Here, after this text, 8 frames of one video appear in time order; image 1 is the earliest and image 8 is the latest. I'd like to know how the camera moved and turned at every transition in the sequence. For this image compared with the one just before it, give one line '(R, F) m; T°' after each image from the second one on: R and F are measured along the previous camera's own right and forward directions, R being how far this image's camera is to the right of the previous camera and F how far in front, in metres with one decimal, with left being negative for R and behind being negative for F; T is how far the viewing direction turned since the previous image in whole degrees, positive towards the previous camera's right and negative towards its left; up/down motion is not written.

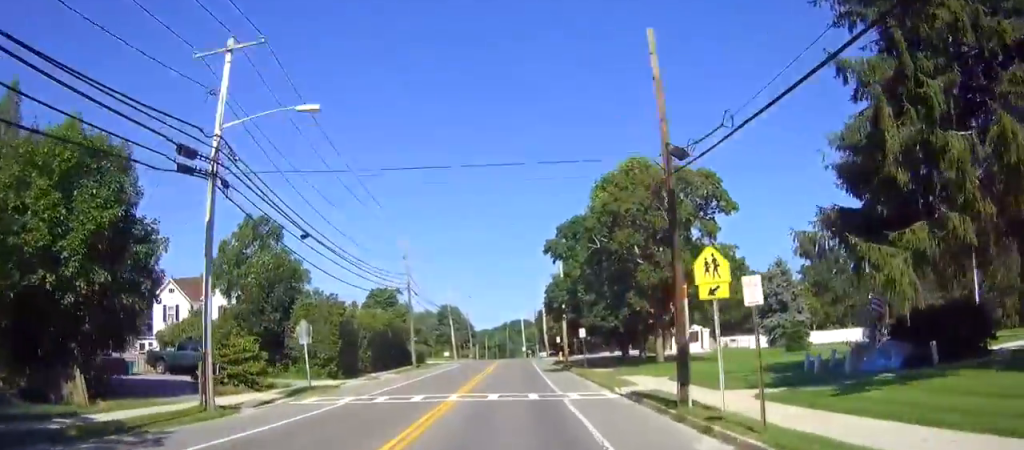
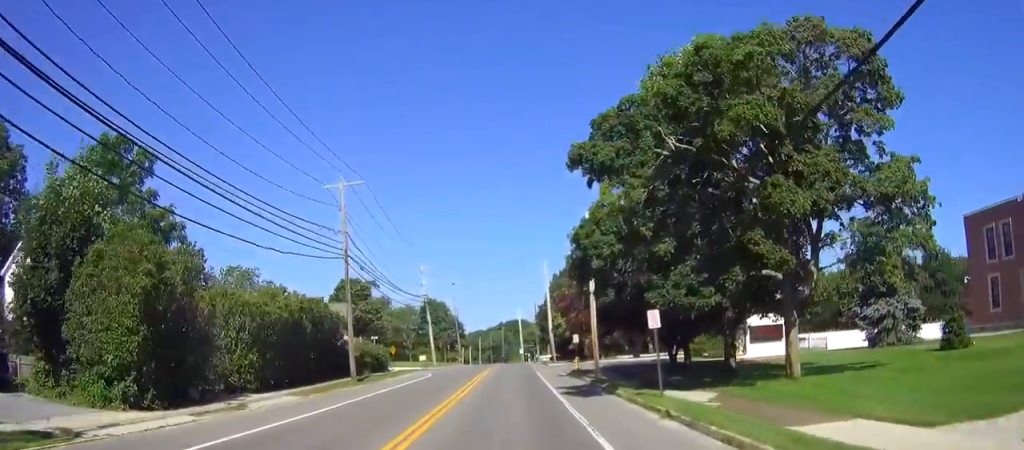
(0.0, +19.8) m; 0°
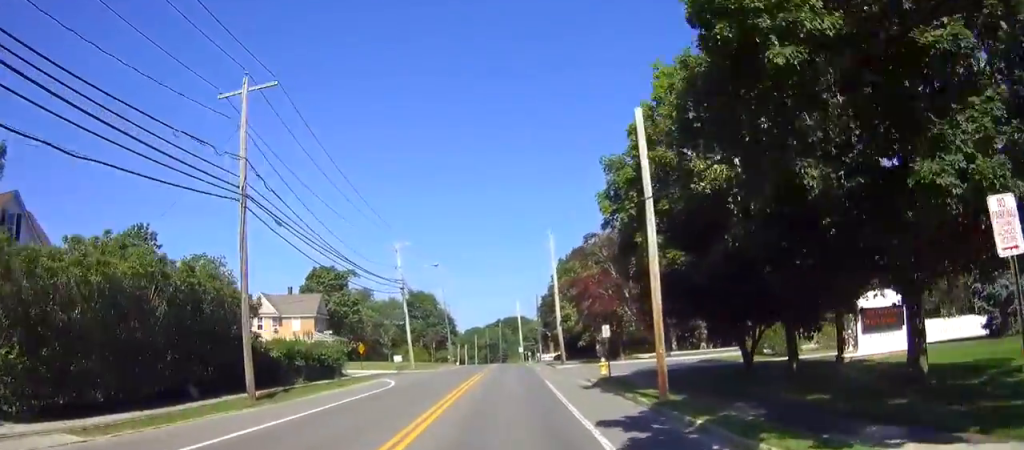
(0.0, +13.7) m; 0°
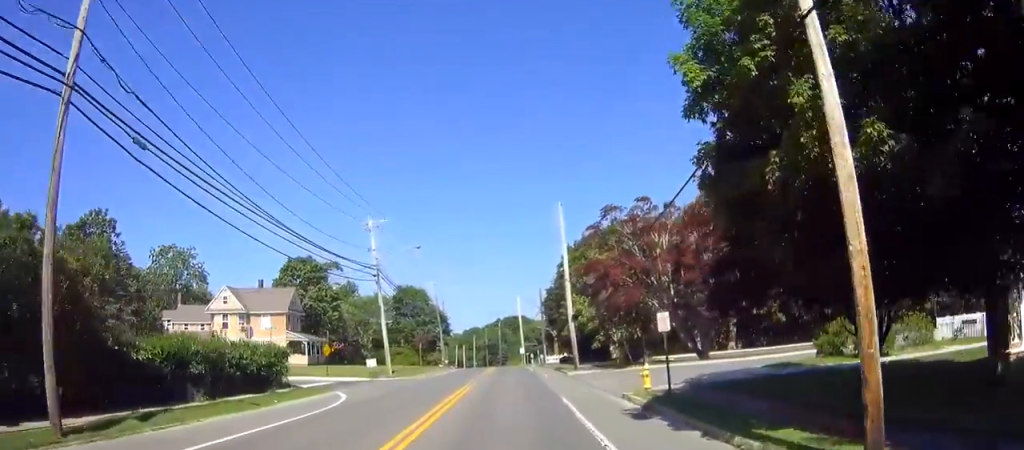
(0.0, +10.3) m; 0°
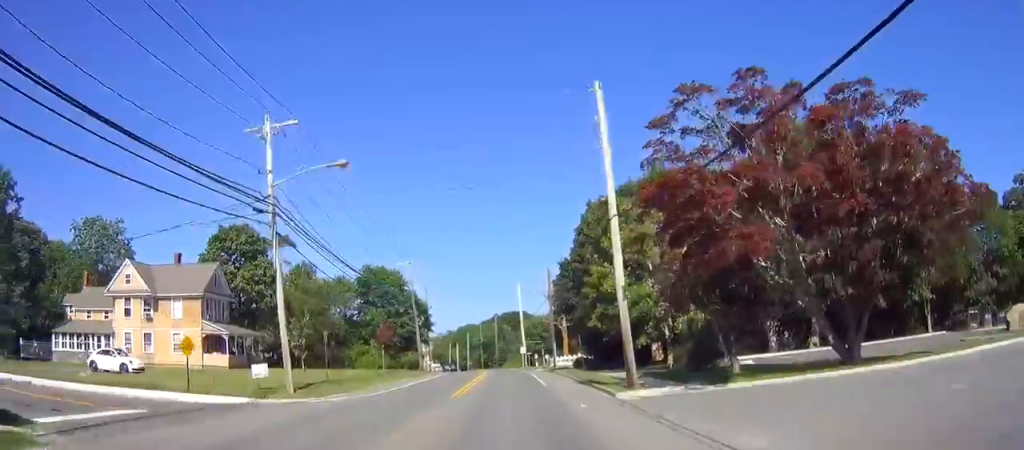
(0.0, +19.7) m; +1°
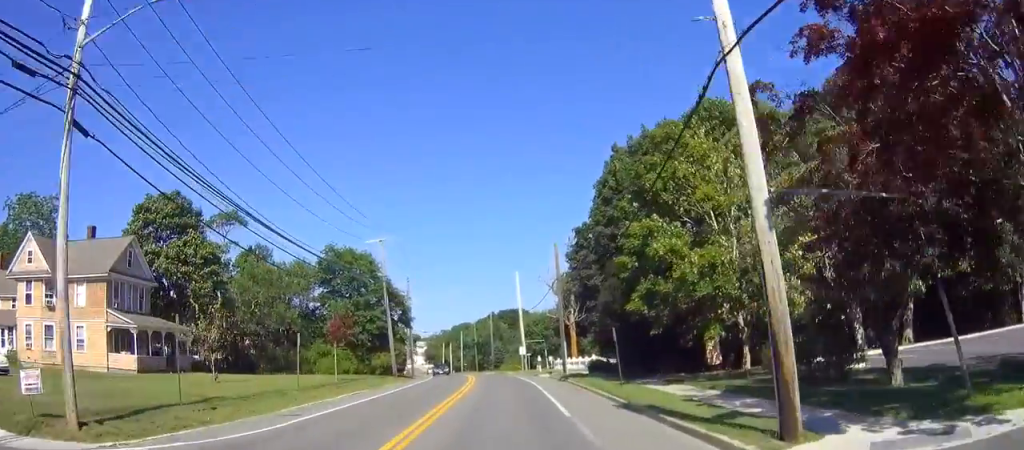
(+0.1, +13.1) m; -1°
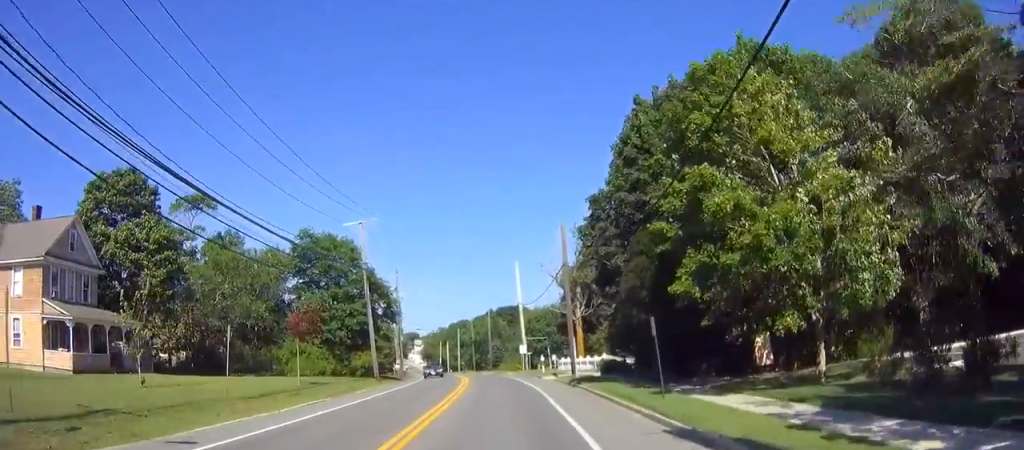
(-0.1, +6.5) m; -1°
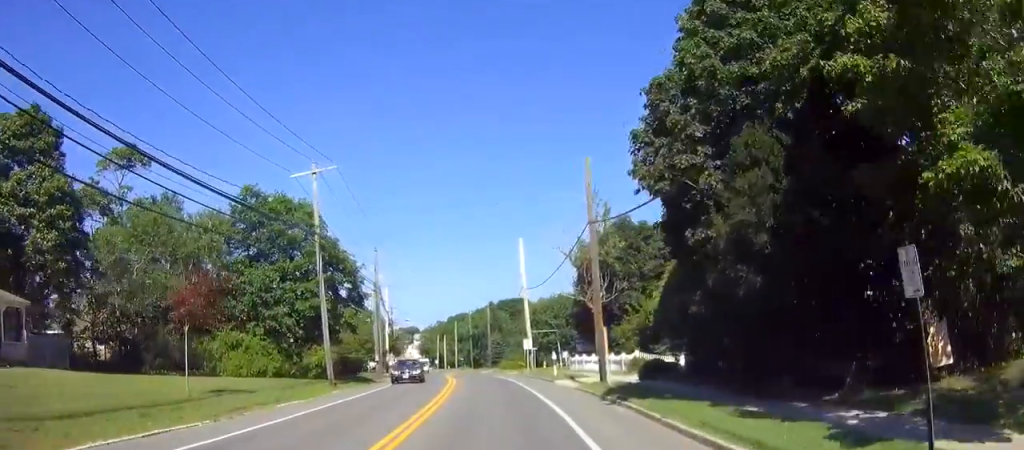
(-0.2, +11.2) m; -1°
